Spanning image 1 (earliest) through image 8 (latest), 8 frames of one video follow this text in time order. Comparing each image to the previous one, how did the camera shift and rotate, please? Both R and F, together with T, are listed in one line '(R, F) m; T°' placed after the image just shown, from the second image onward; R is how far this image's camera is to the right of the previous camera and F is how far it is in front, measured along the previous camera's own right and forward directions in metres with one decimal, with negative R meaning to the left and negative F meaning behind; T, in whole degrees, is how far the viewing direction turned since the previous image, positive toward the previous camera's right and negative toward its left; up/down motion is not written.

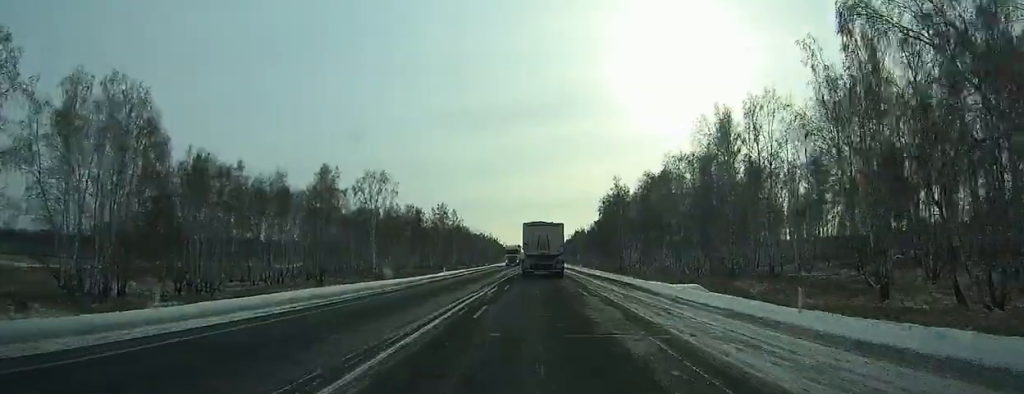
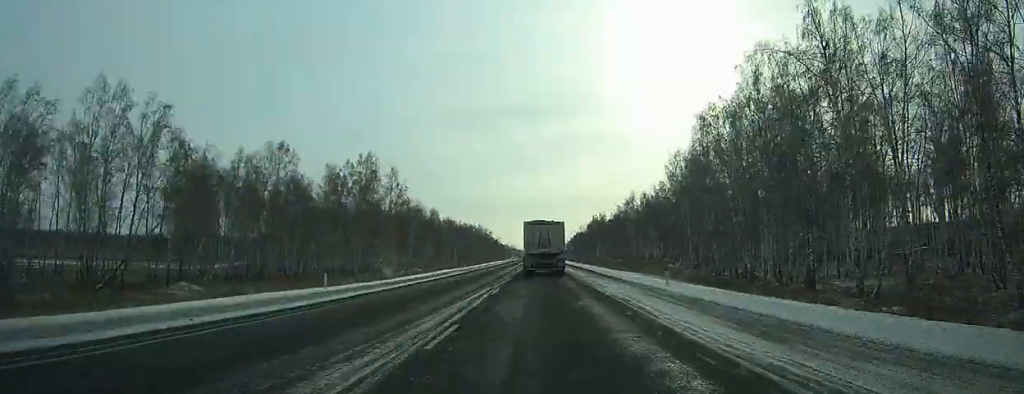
(-0.4, +87.6) m; 0°
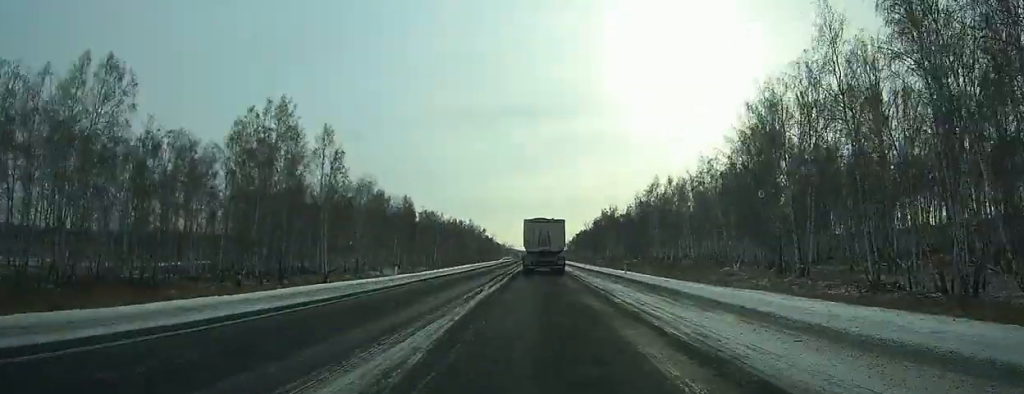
(0.0, +37.1) m; 0°
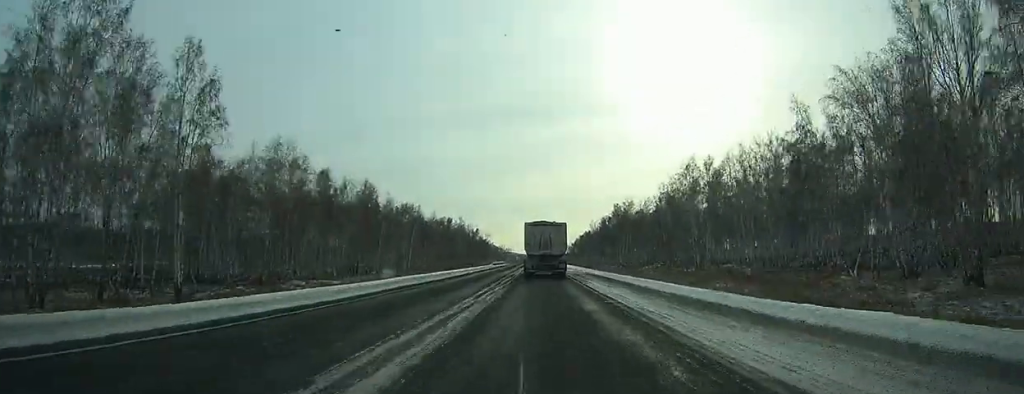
(0.0, +33.7) m; 0°
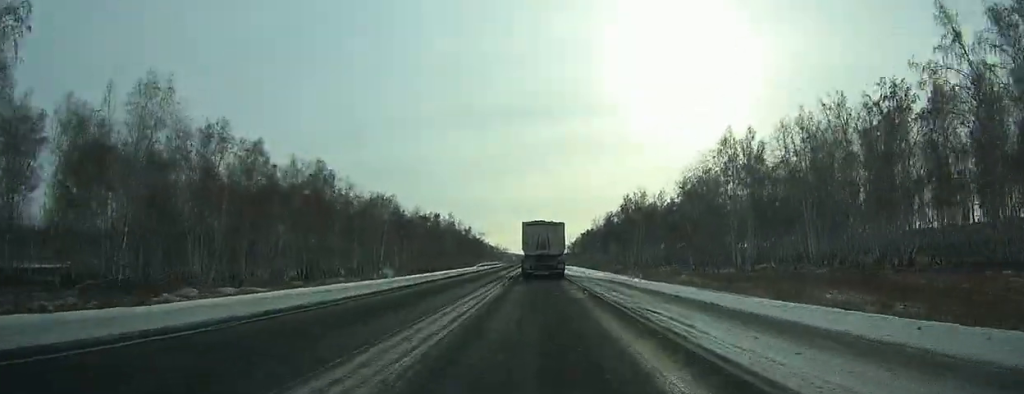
(0.0, +22.6) m; 0°
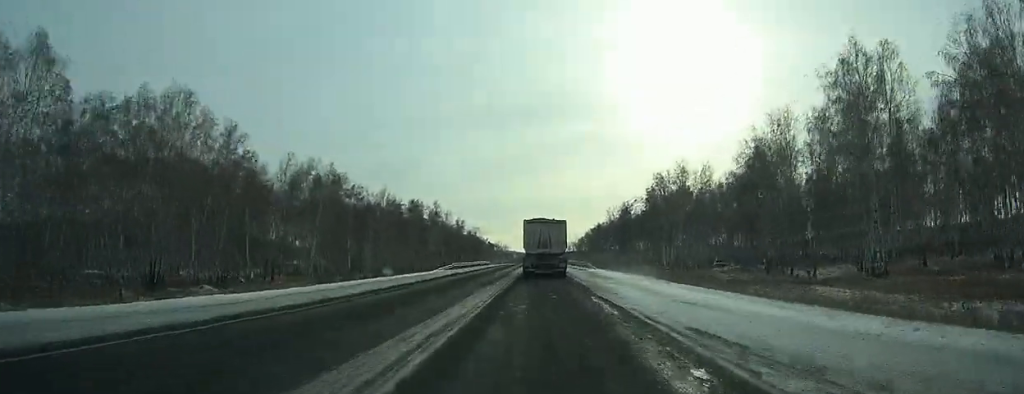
(0.0, +35.1) m; 0°
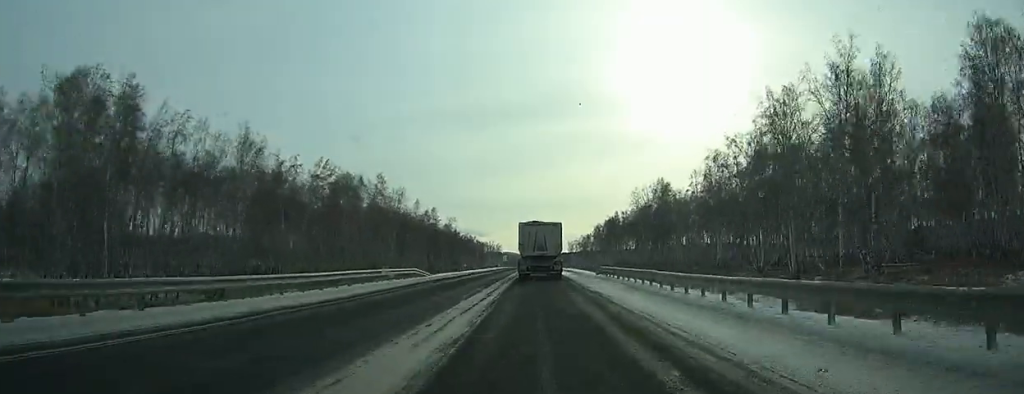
(+0.2, +56.3) m; 0°
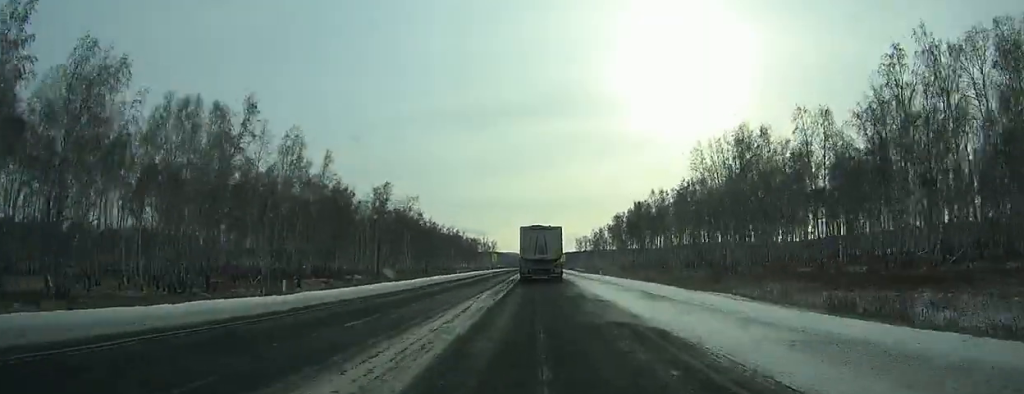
(0.0, +54.5) m; 0°
